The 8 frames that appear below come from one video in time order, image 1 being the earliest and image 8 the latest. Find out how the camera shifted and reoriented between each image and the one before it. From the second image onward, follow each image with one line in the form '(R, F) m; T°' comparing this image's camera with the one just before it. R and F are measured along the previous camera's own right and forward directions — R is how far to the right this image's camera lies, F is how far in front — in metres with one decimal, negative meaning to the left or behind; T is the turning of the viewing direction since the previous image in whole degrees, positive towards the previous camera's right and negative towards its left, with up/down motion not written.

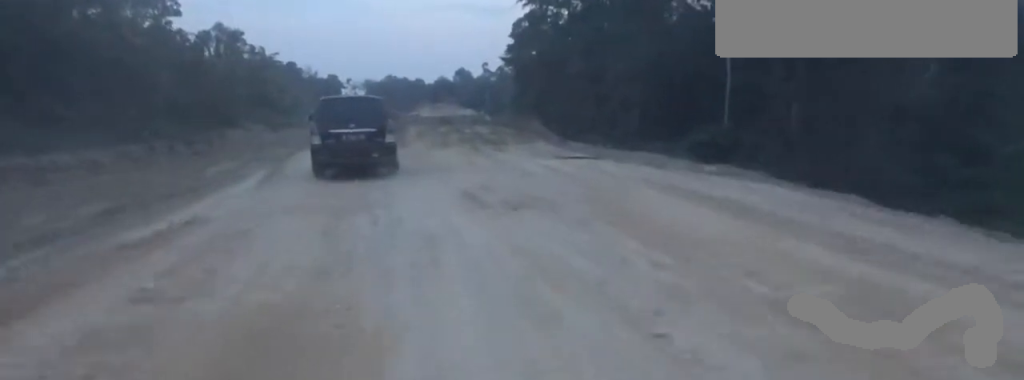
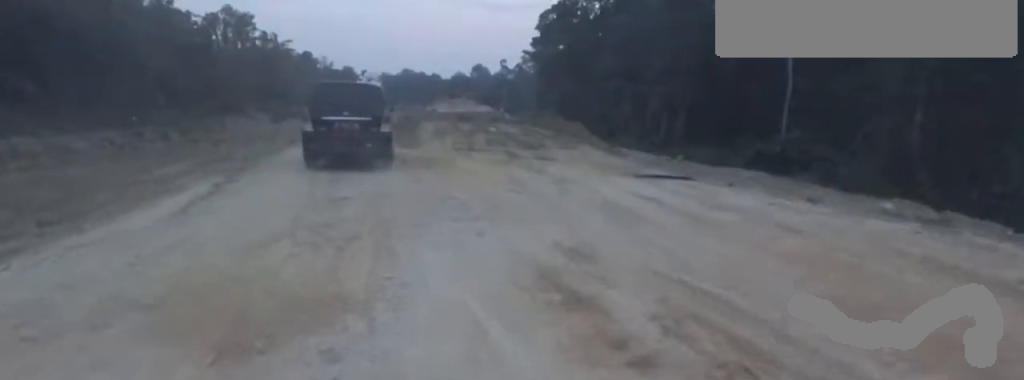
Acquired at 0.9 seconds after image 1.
(-0.4, +5.0) m; -7°
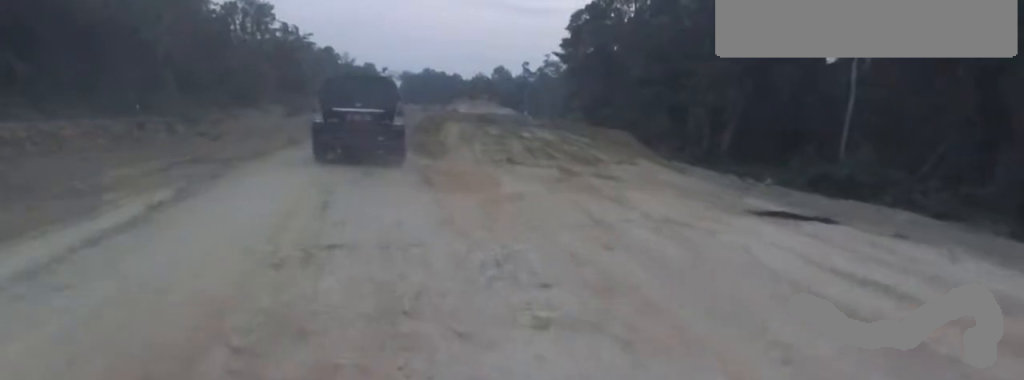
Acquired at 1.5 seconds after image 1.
(-0.2, +3.4) m; -4°
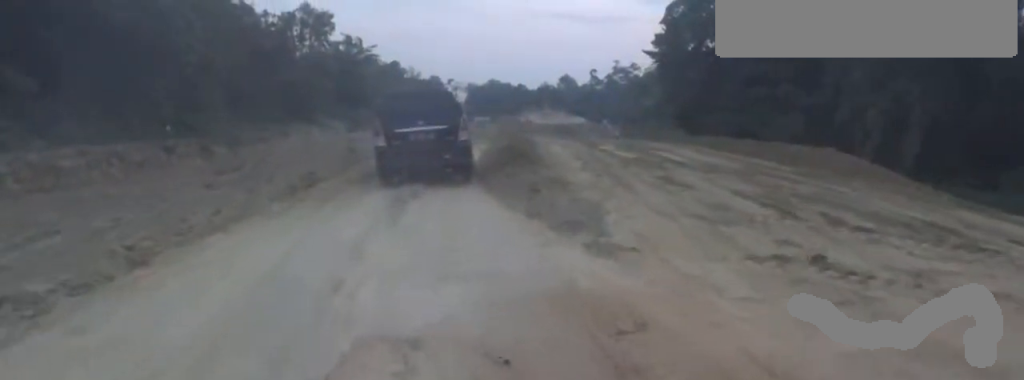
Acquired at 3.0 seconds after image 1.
(-0.2, +8.8) m; -2°
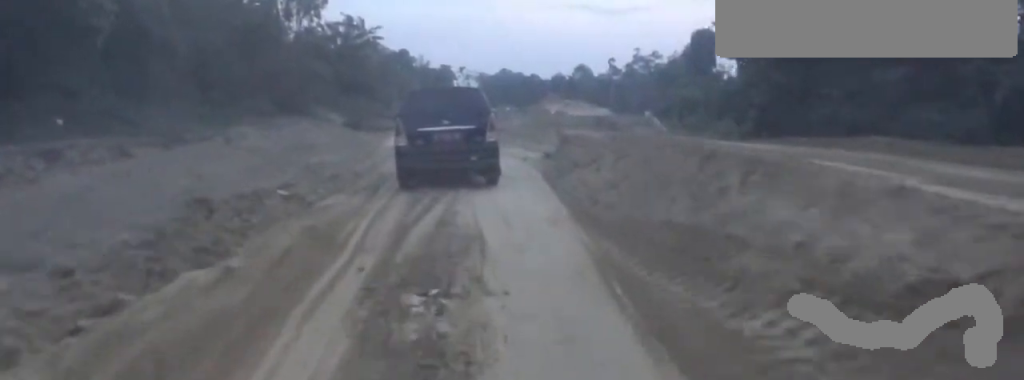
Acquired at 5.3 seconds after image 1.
(0.0, +12.1) m; 0°
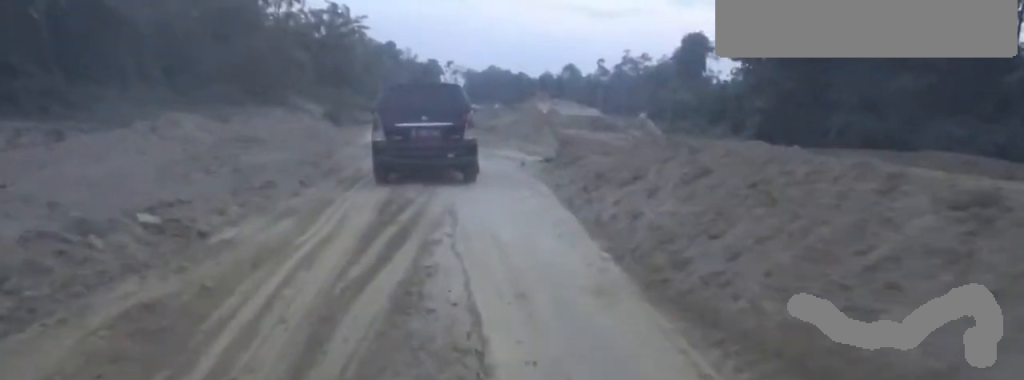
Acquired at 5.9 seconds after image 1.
(0.0, +3.0) m; -1°
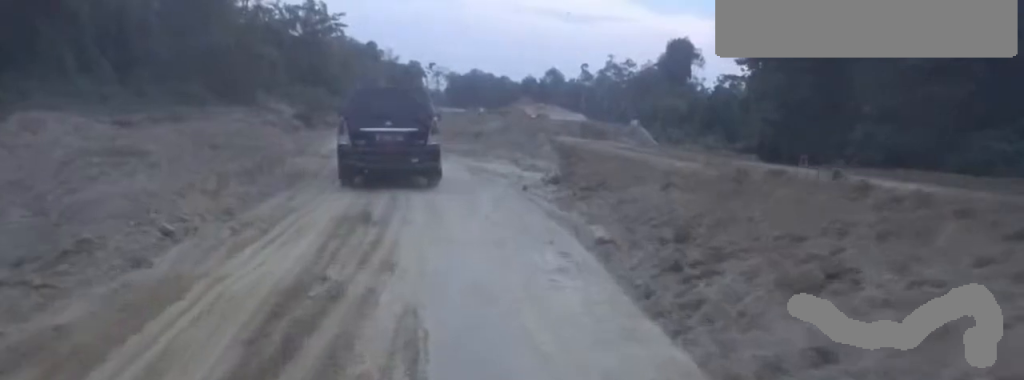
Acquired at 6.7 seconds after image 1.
(-0.1, +4.0) m; -5°
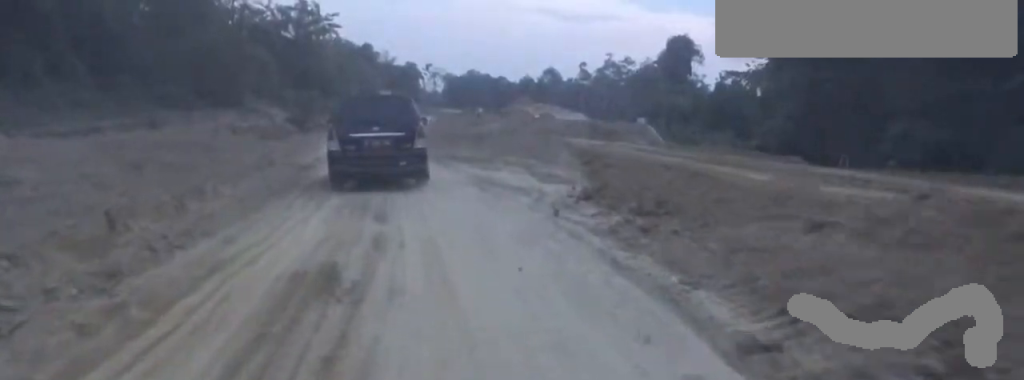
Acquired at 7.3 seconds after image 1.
(+0.1, +2.8) m; -5°
